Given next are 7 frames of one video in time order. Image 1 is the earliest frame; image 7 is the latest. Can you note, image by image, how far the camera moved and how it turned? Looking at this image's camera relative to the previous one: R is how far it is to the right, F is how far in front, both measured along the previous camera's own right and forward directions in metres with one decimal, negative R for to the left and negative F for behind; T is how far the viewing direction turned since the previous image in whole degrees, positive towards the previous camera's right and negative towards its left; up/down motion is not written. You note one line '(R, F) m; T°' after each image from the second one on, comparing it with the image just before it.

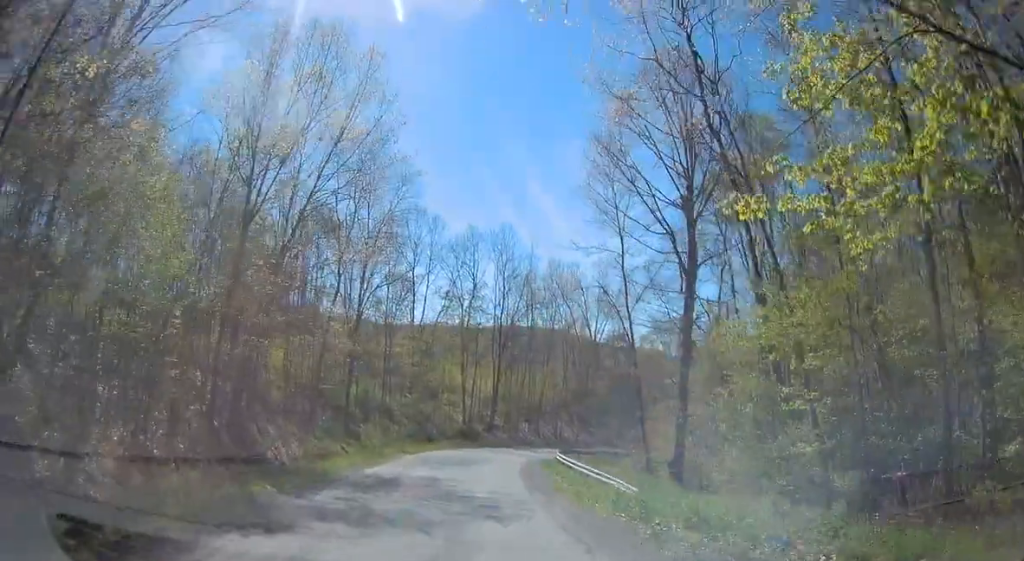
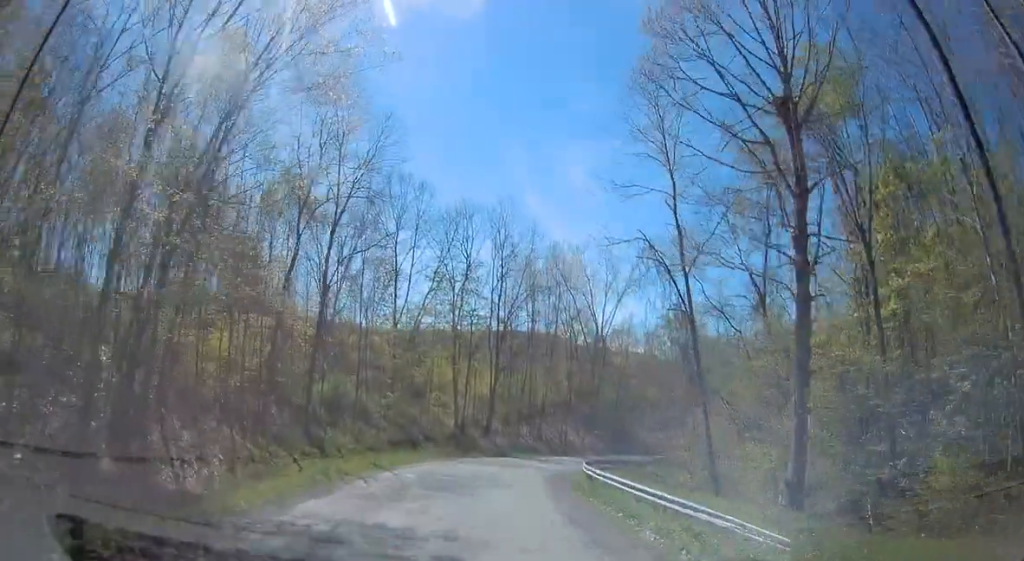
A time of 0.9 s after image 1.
(+0.4, +9.5) m; +4°
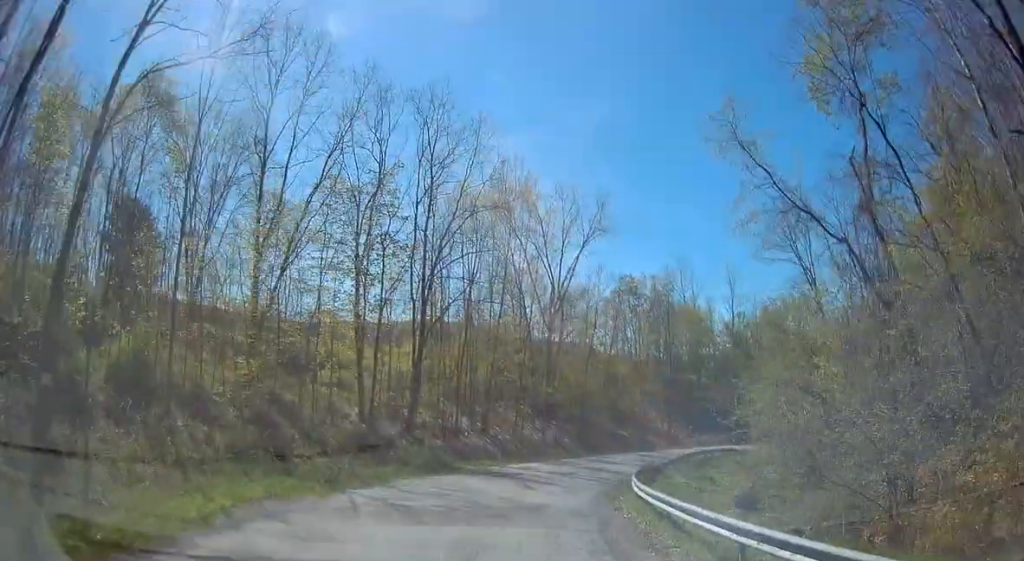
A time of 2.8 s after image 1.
(+0.5, +18.8) m; -3°
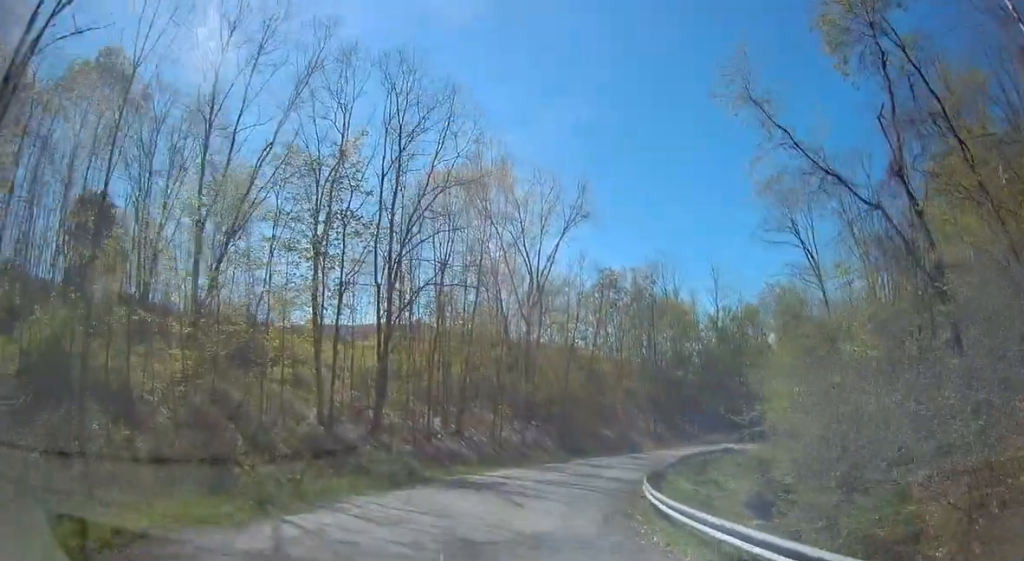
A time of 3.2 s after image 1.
(-0.3, +2.5) m; +6°
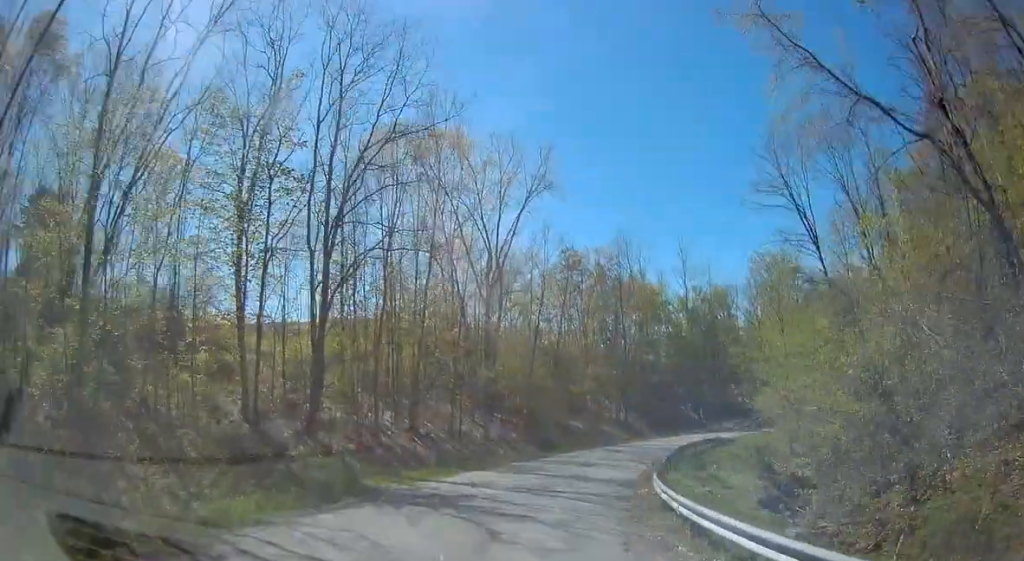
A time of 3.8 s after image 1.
(-0.7, +3.2) m; +8°
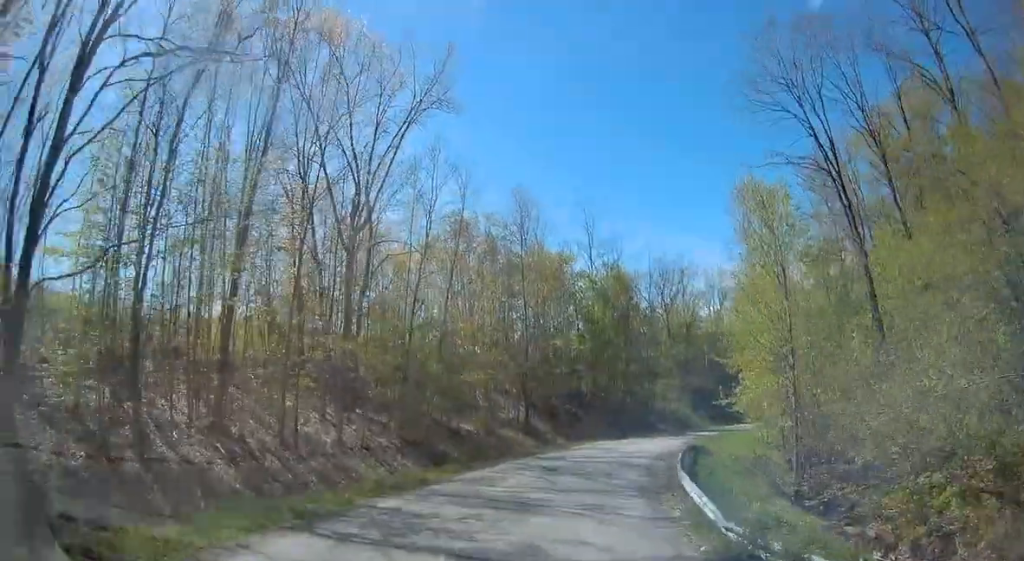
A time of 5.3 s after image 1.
(+3.4, +16.1) m; +16°
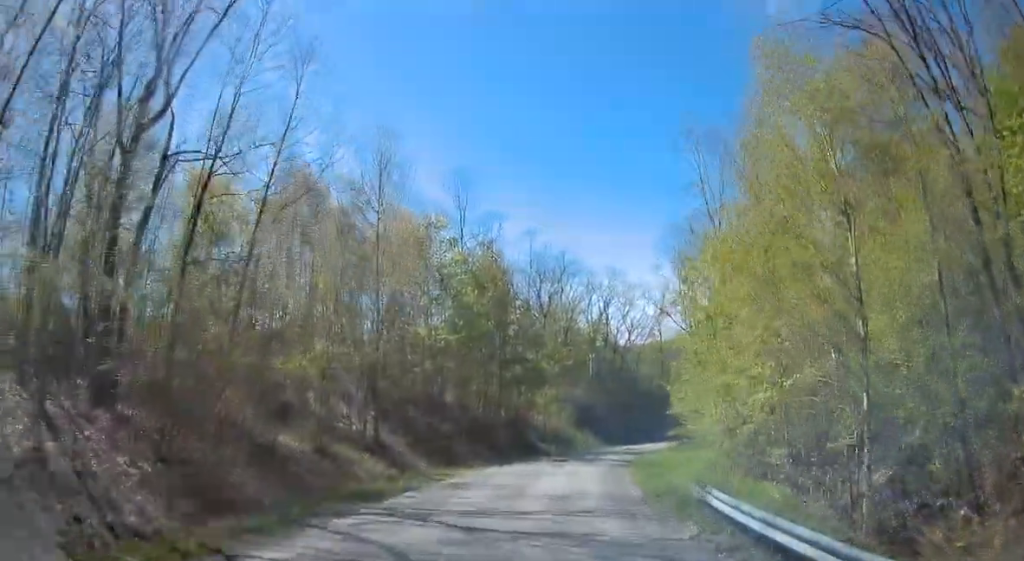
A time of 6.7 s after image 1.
(+1.1, +14.7) m; +10°
